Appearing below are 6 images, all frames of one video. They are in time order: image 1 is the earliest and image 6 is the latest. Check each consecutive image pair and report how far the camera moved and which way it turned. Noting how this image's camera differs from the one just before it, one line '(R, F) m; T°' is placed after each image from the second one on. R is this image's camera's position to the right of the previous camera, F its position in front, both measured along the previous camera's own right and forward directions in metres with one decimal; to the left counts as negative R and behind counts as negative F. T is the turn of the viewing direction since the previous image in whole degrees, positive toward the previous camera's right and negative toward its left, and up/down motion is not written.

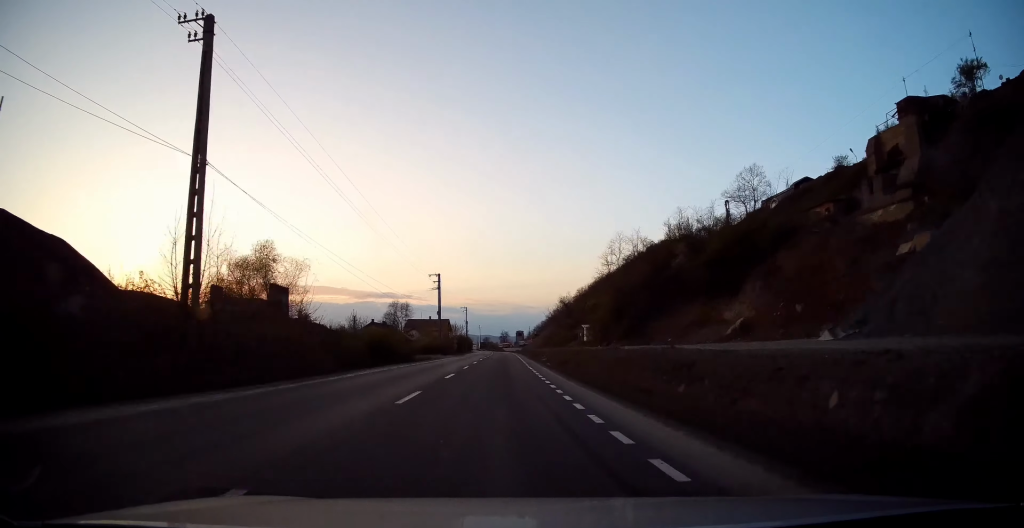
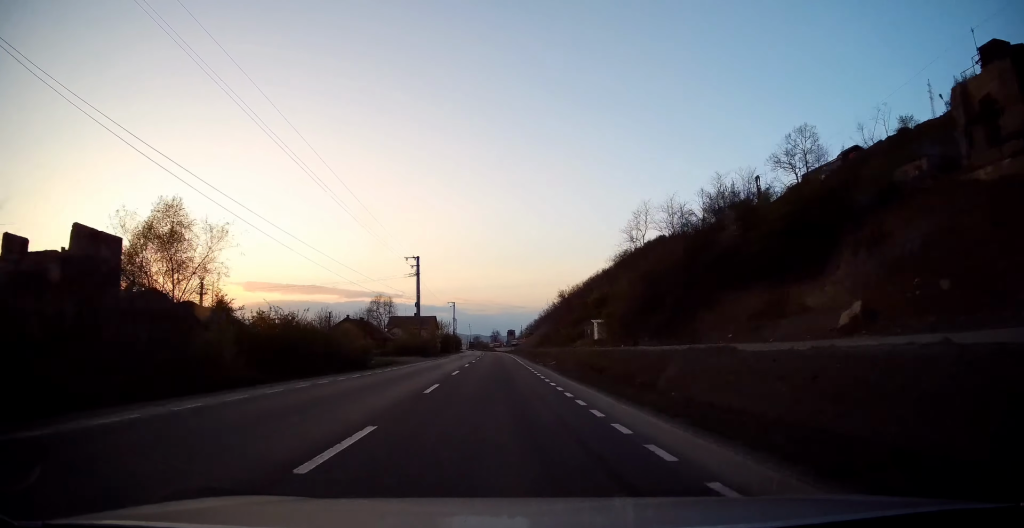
(0.0, +15.2) m; +1°
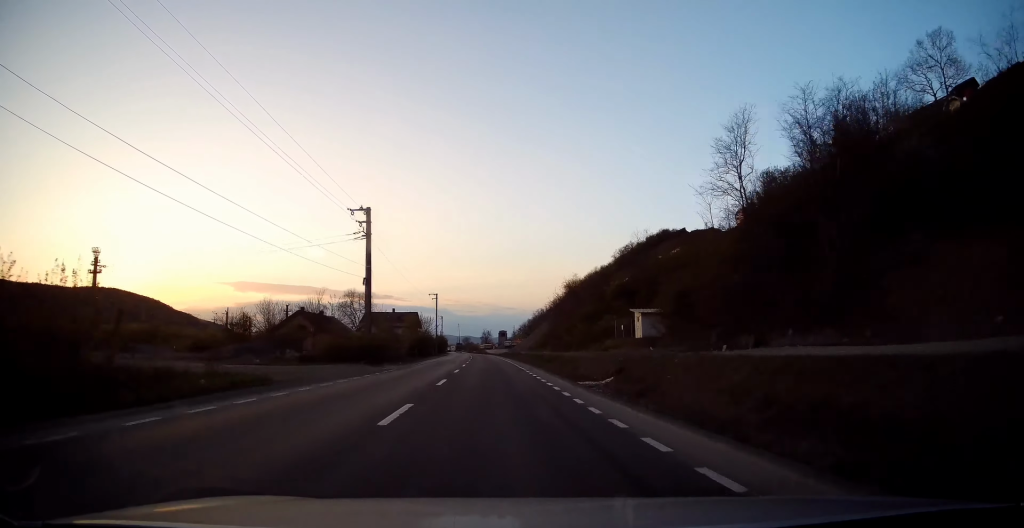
(+0.3, +23.6) m; +2°
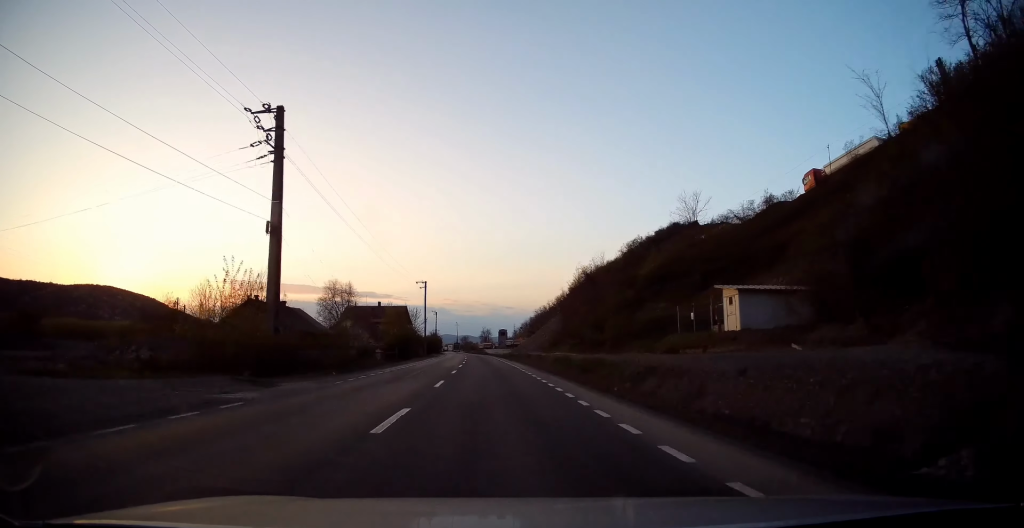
(+0.3, +19.4) m; +1°
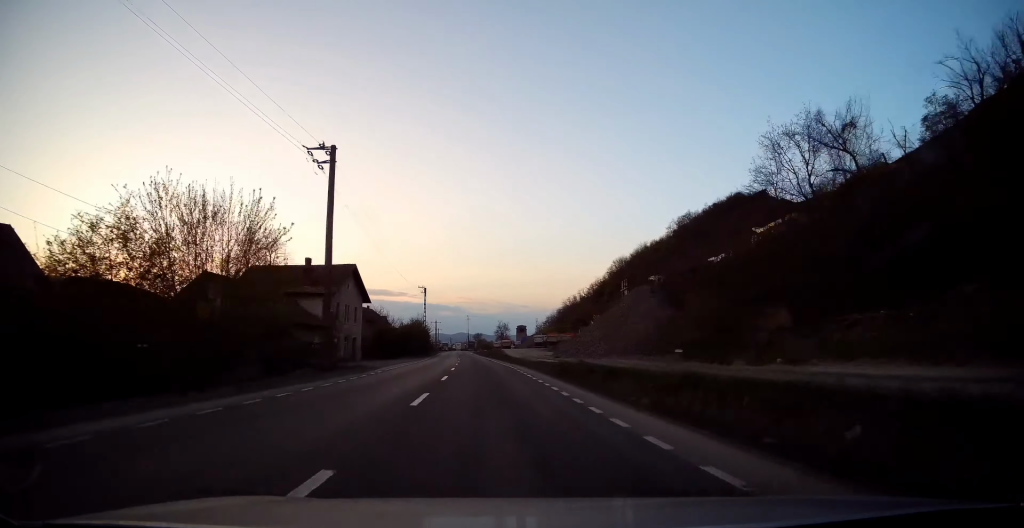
(-0.3, +58.9) m; -1°
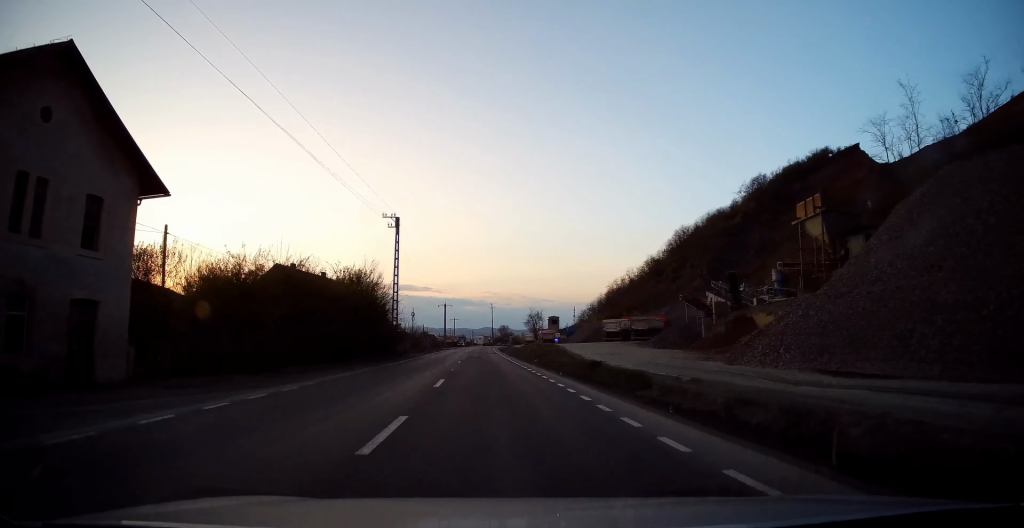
(-0.6, +50.5) m; -2°
